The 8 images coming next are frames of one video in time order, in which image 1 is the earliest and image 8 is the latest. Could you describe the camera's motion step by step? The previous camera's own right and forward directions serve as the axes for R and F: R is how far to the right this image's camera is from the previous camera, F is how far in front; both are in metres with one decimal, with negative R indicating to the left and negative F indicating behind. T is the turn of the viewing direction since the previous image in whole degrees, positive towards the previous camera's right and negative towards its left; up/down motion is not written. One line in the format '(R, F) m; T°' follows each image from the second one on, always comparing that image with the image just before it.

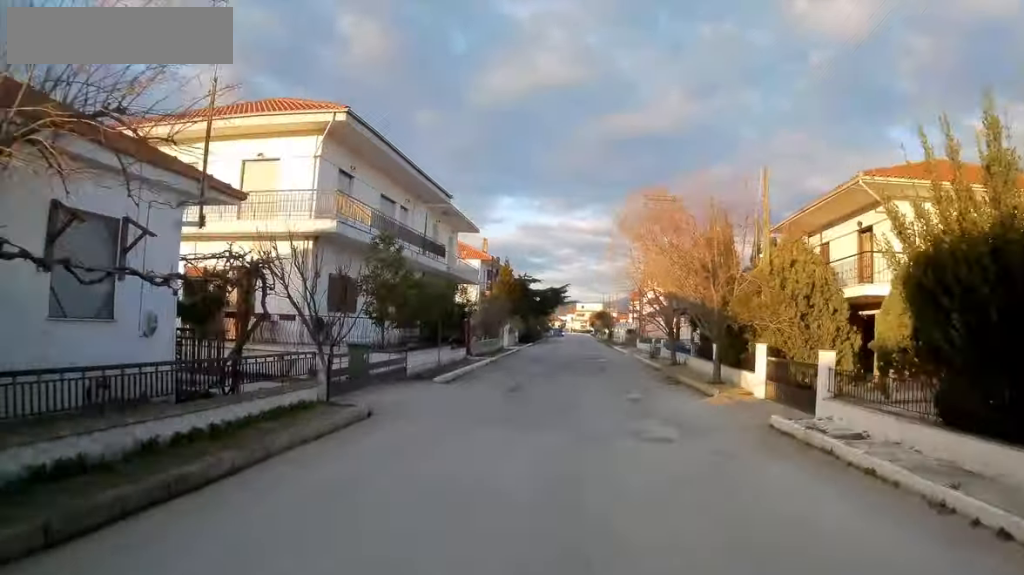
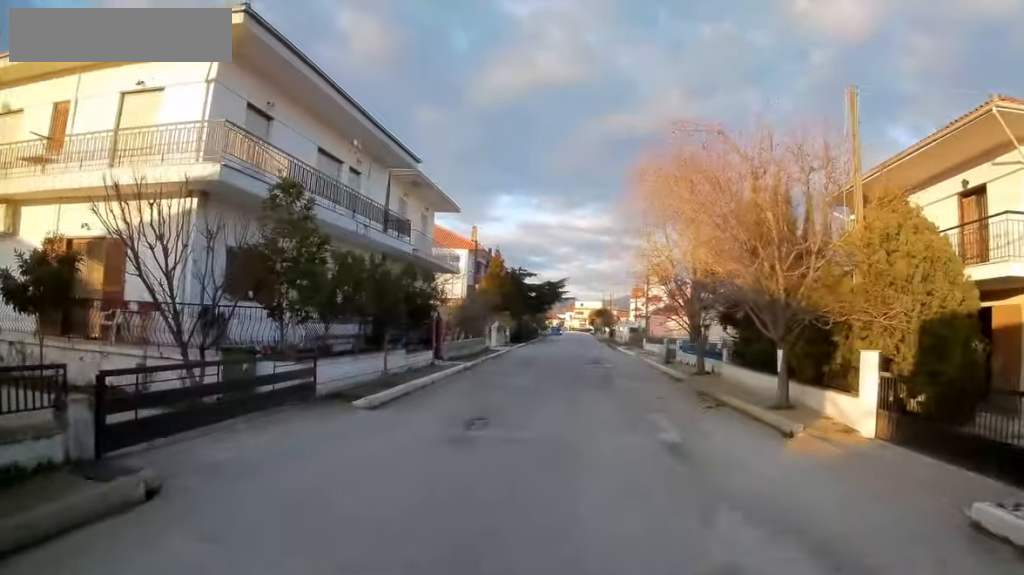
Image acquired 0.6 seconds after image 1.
(0.0, +6.3) m; 0°
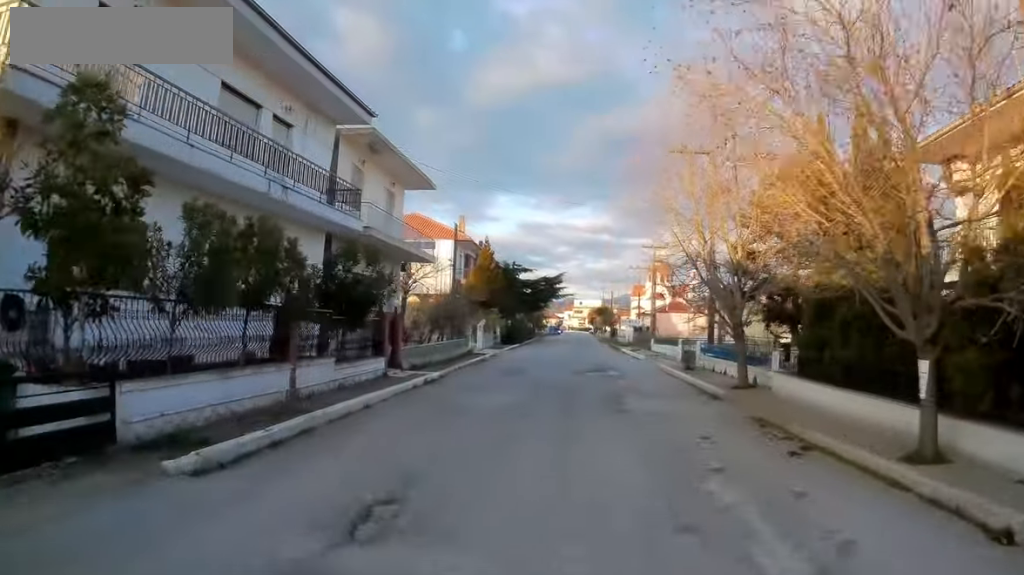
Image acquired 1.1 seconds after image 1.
(0.0, +5.9) m; -1°
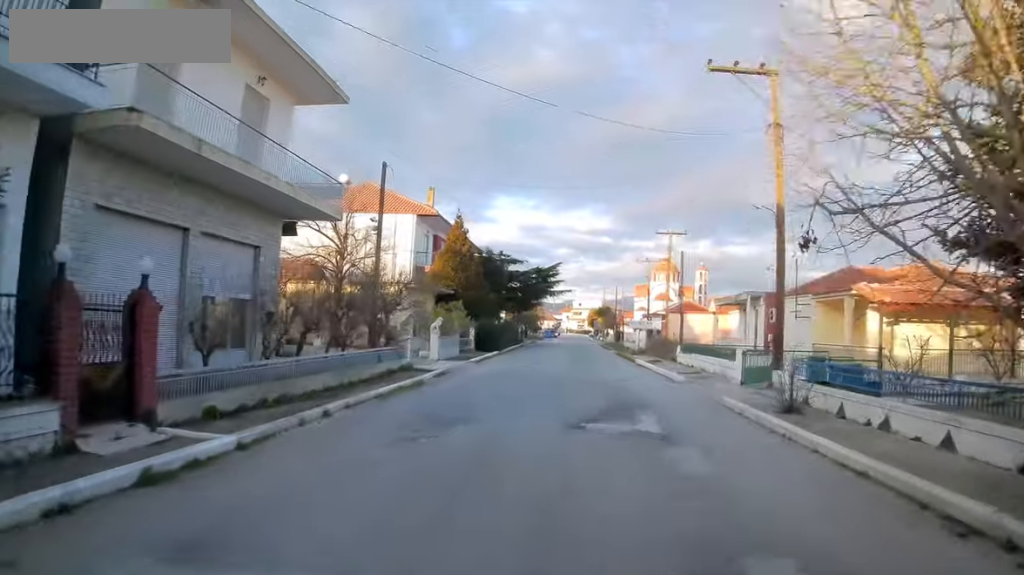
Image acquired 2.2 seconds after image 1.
(-0.2, +12.1) m; -2°
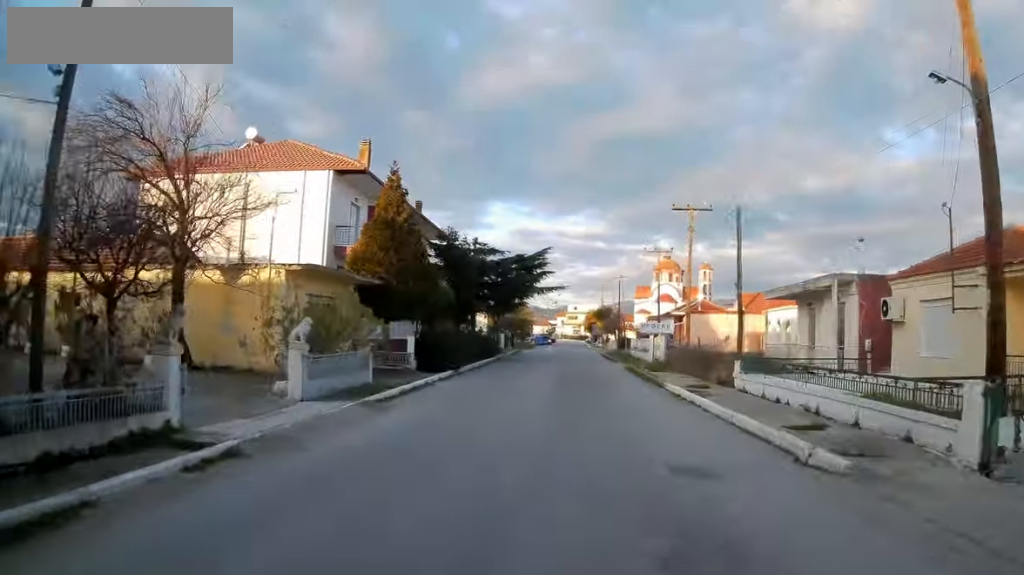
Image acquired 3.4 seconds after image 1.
(0.0, +13.2) m; +1°
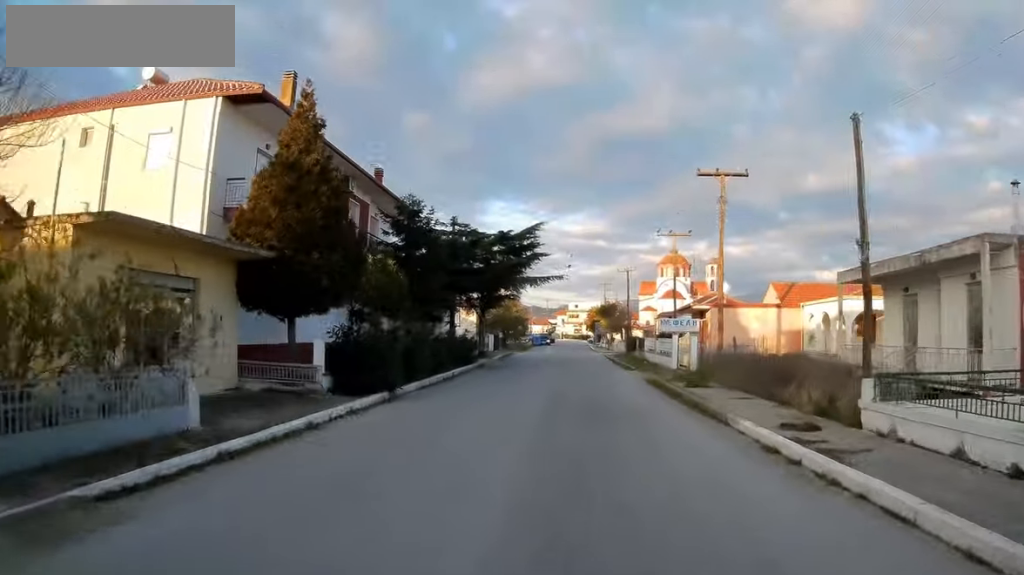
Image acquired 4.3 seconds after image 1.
(+0.1, +9.3) m; +2°
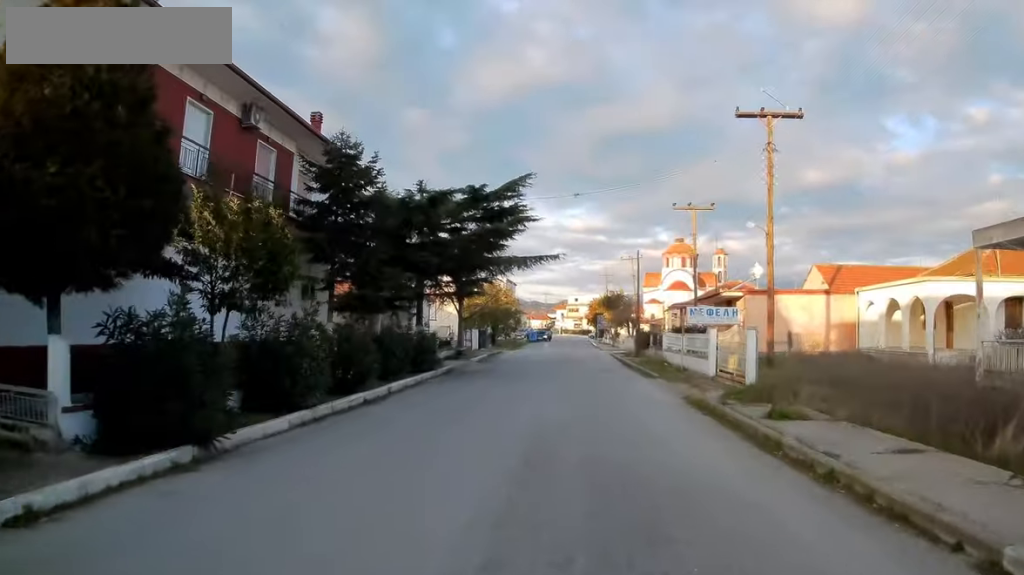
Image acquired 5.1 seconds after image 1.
(+0.1, +8.7) m; +3°
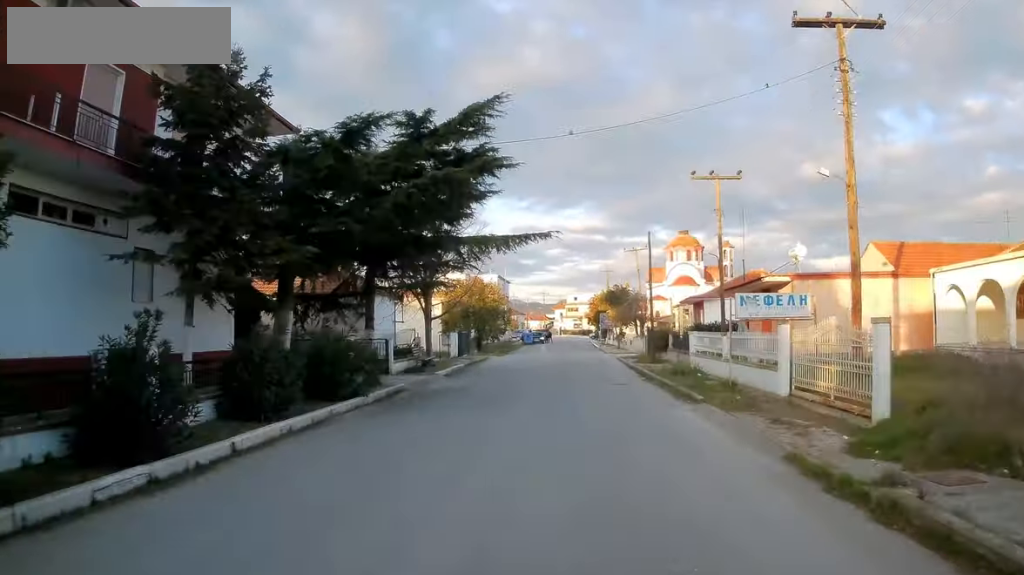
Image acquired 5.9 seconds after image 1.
(+0.2, +7.8) m; +3°
